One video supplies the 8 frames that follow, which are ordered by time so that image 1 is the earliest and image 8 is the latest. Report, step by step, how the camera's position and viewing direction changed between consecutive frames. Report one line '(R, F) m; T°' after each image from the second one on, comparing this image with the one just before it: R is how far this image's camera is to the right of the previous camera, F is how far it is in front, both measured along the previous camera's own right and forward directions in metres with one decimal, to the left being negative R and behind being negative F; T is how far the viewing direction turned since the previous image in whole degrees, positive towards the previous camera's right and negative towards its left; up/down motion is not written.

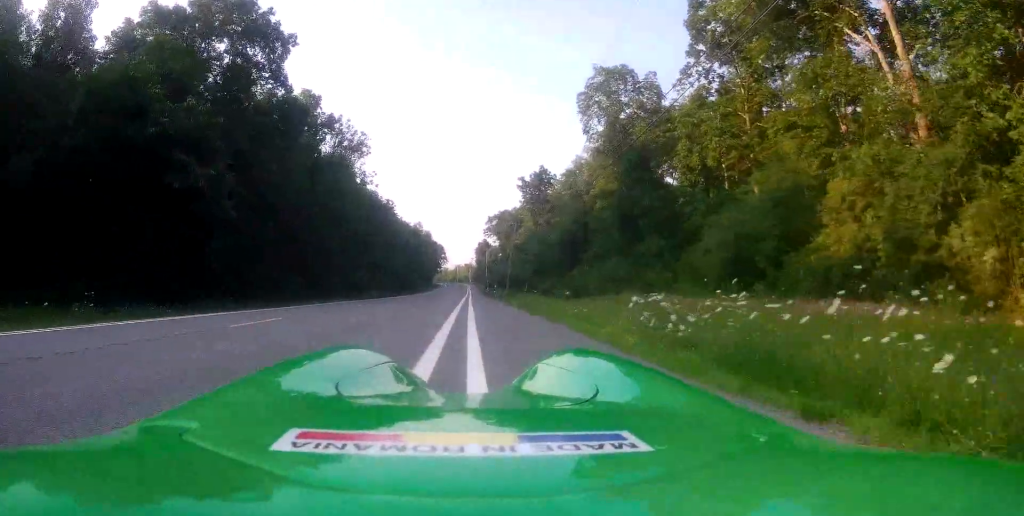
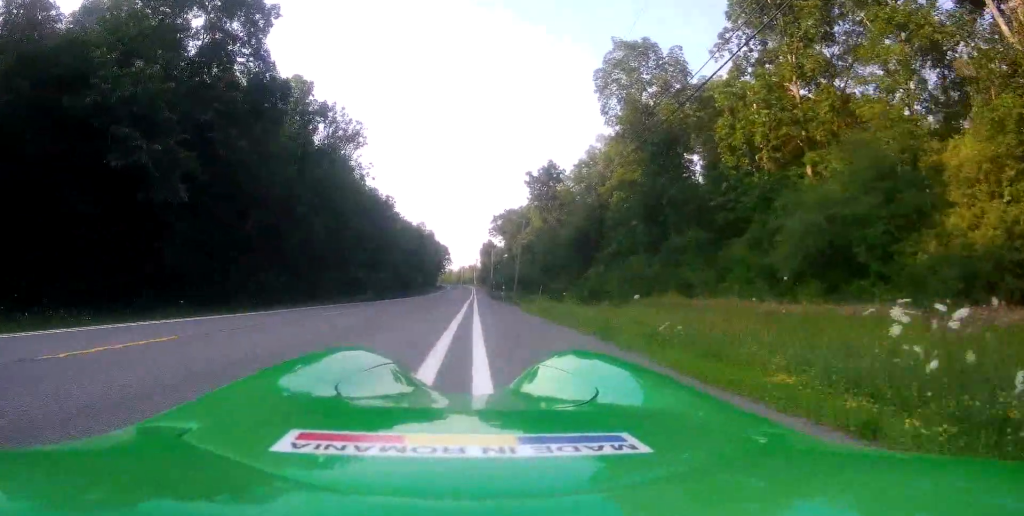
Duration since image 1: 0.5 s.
(0.0, +5.4) m; 0°
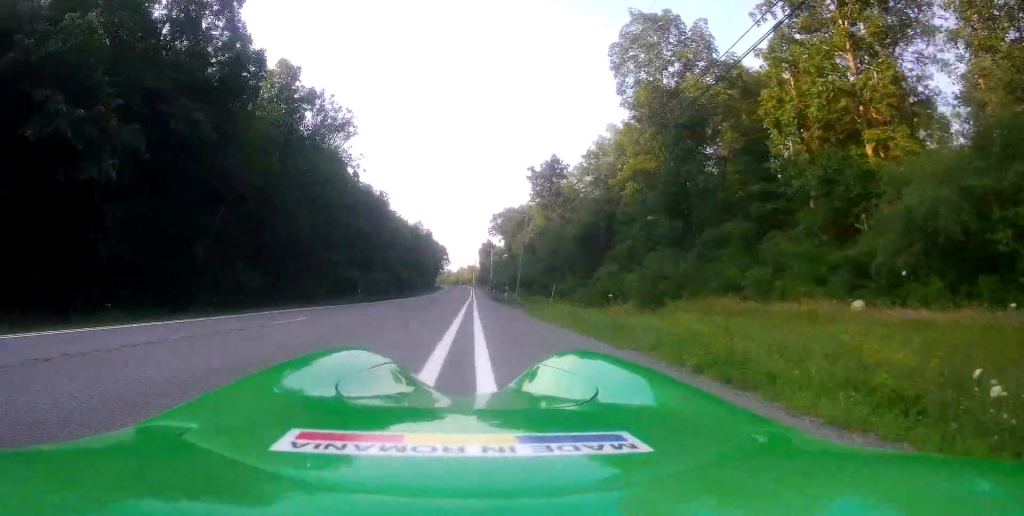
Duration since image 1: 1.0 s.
(0.0, +5.0) m; 0°
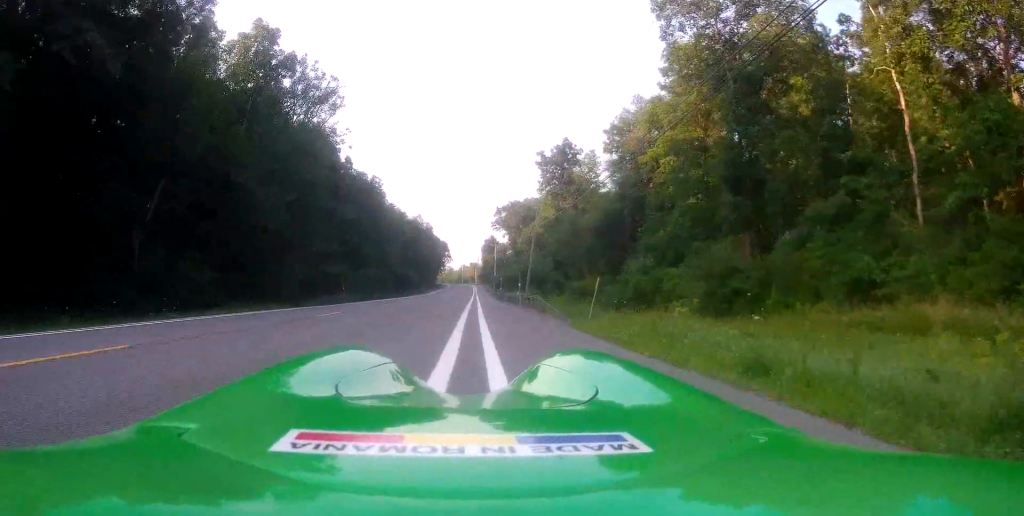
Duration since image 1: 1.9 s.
(0.0, +8.4) m; 0°
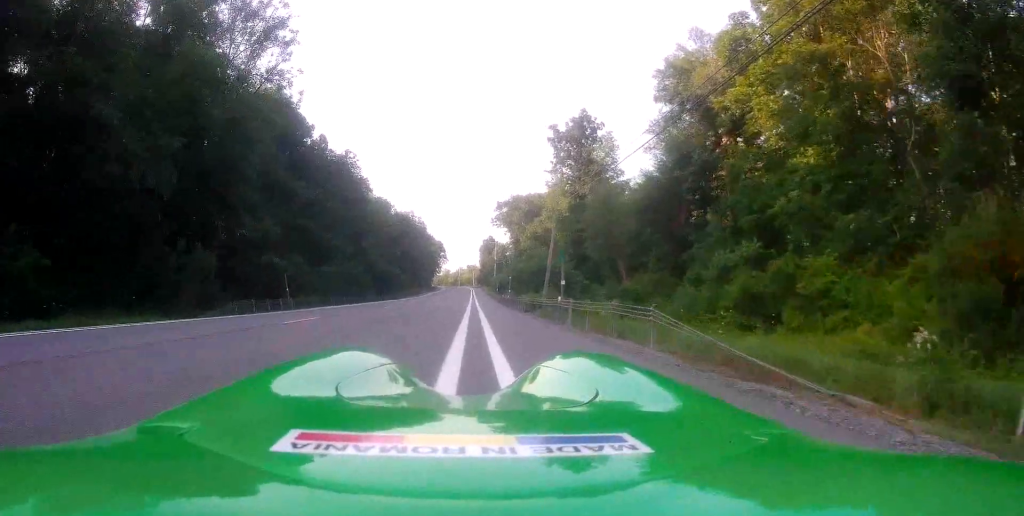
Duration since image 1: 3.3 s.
(0.0, +14.6) m; -1°
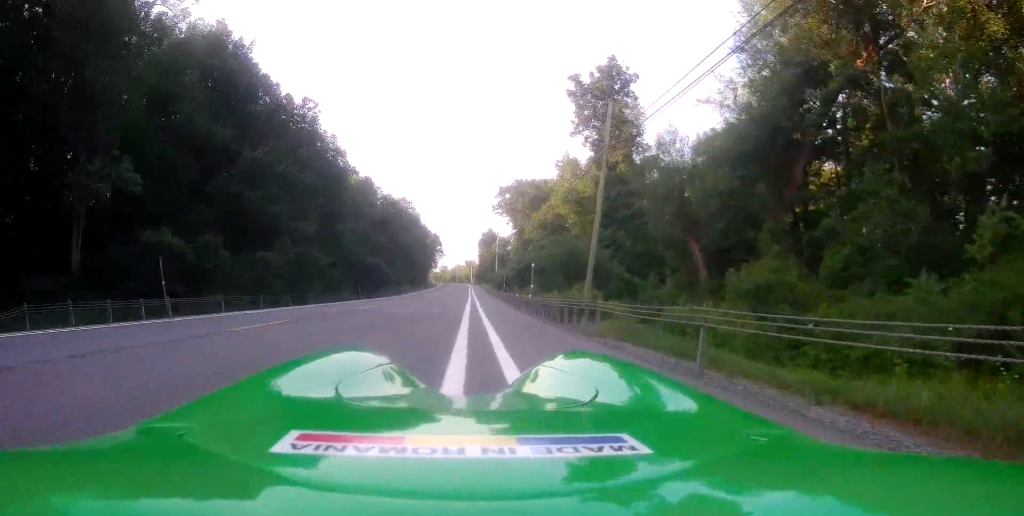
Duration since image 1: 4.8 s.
(-0.4, +14.1) m; -5°
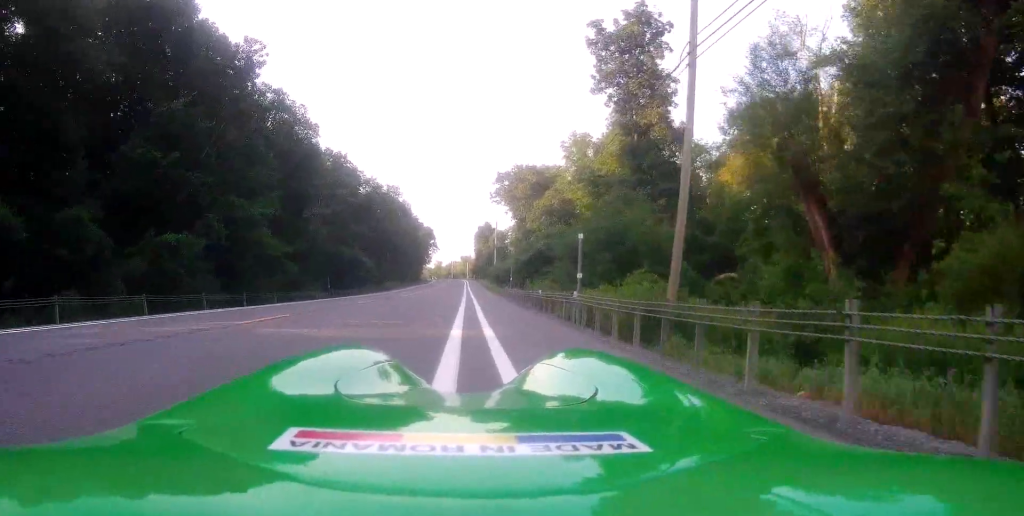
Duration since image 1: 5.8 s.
(-0.4, +10.9) m; -1°
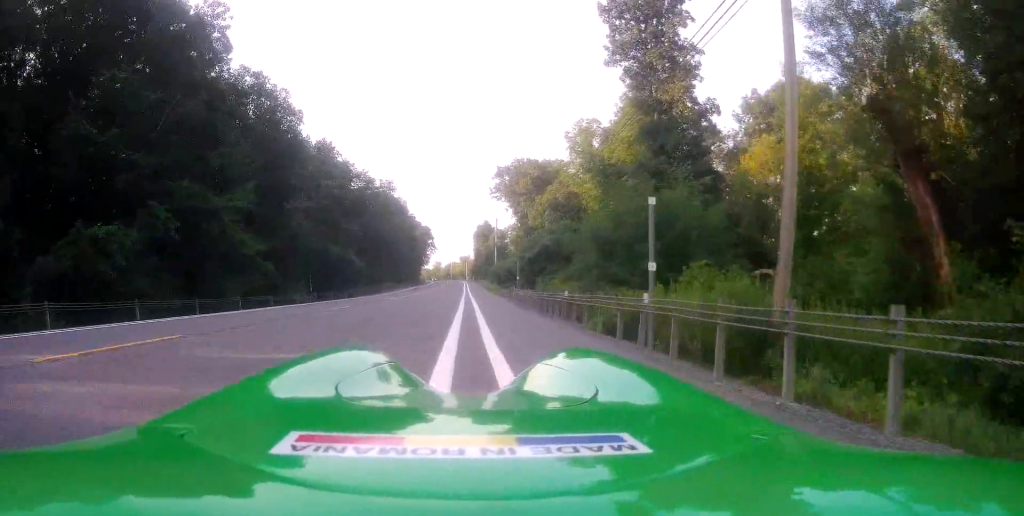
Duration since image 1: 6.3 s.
(+0.1, +5.1) m; +1°
